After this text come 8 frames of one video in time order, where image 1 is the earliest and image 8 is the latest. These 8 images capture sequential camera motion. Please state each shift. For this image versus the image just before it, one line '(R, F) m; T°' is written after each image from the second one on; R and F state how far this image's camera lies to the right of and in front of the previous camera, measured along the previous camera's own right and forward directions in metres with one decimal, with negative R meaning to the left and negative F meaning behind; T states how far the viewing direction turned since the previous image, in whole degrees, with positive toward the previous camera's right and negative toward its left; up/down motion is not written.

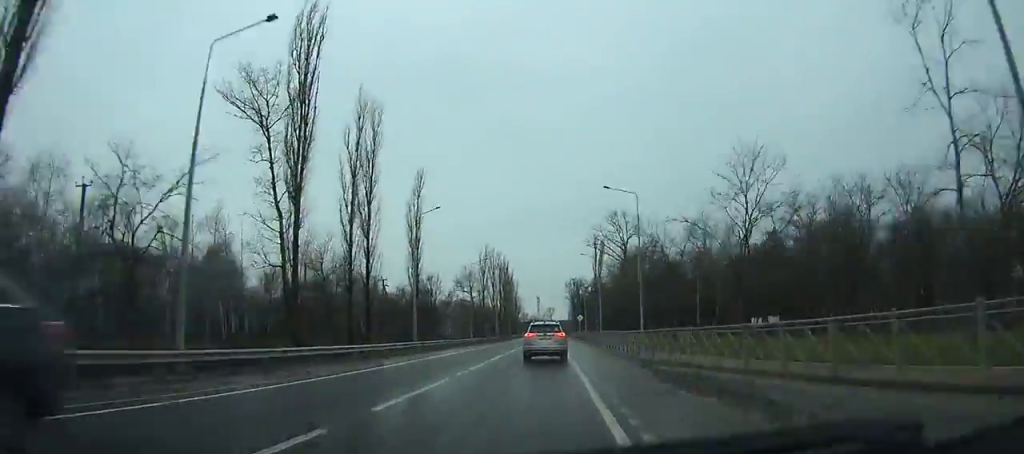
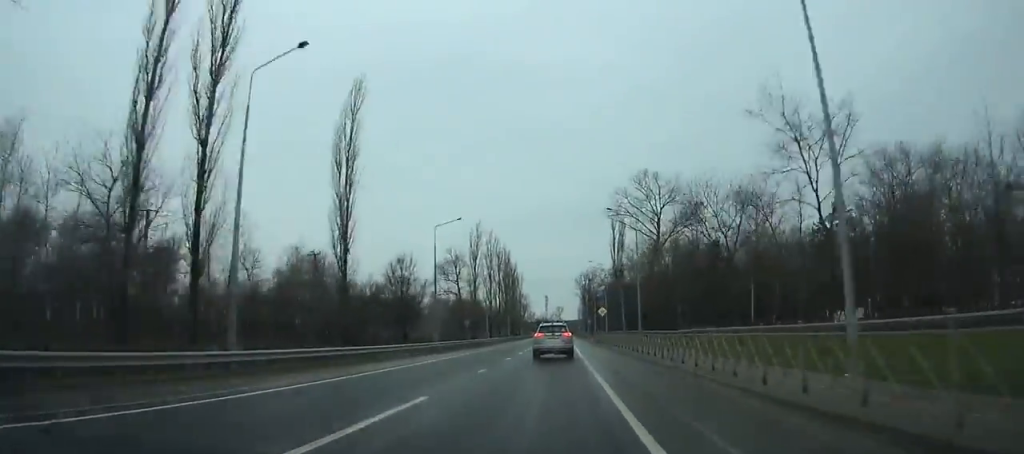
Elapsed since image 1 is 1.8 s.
(+0.2, +28.3) m; +1°
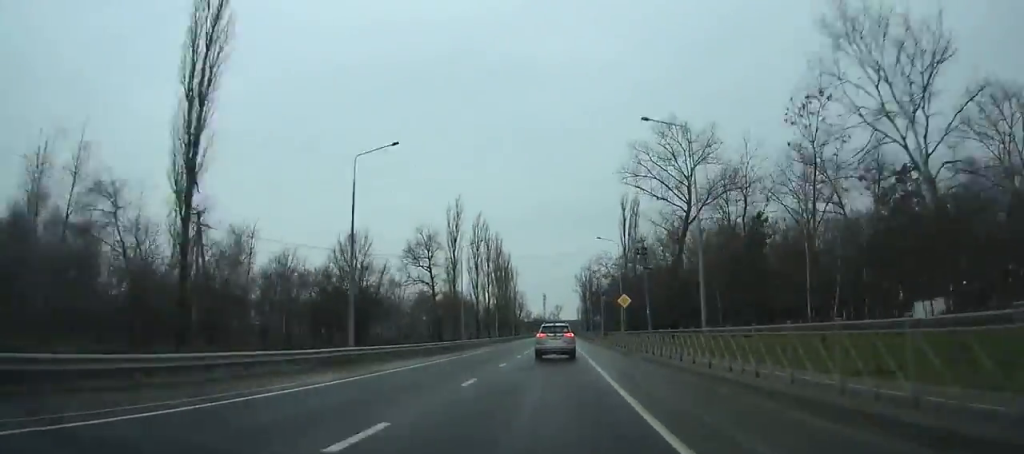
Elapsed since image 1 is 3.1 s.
(+0.1, +21.4) m; 0°
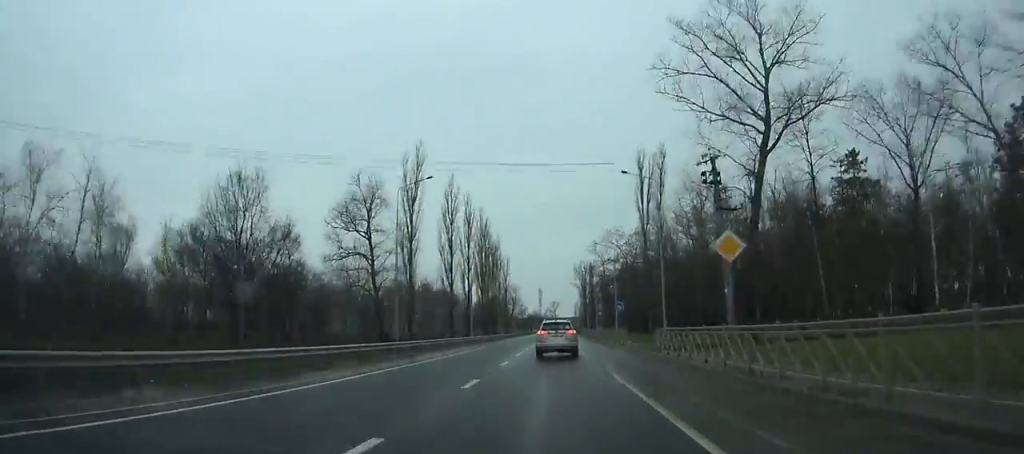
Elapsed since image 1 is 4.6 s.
(0.0, +25.0) m; 0°
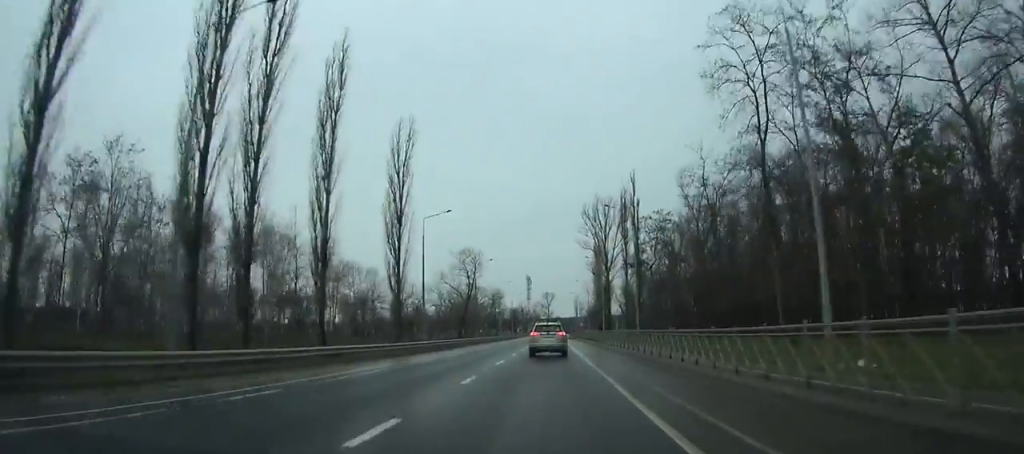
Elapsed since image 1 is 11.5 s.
(-1.0, +121.5) m; -1°
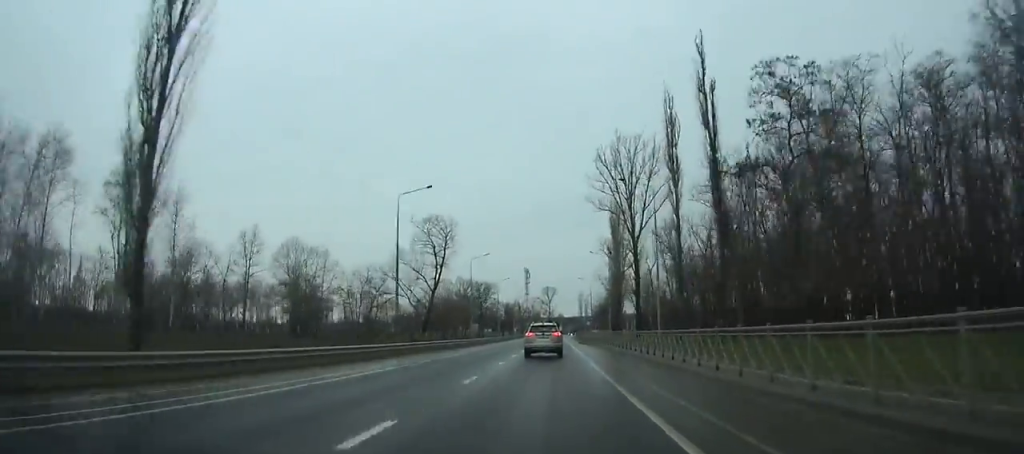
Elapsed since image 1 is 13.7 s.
(+0.1, +40.1) m; 0°
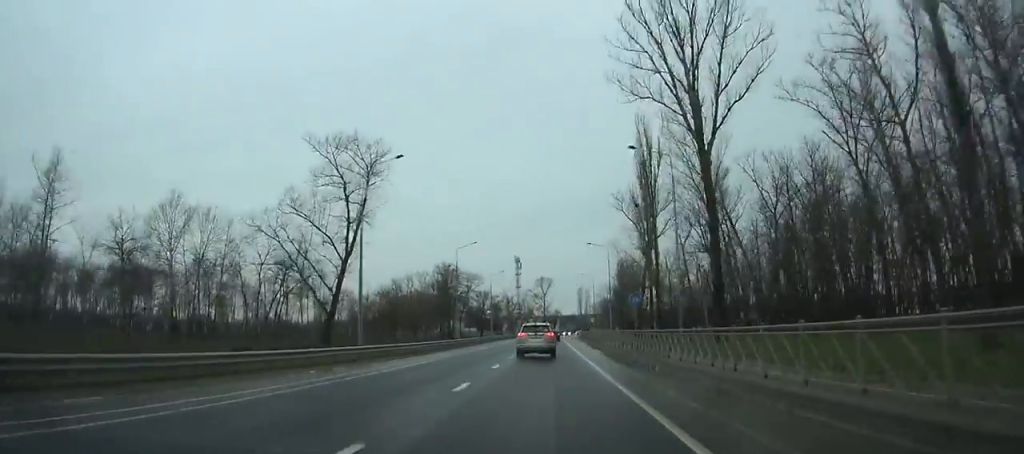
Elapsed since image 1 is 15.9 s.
(0.0, +40.4) m; 0°
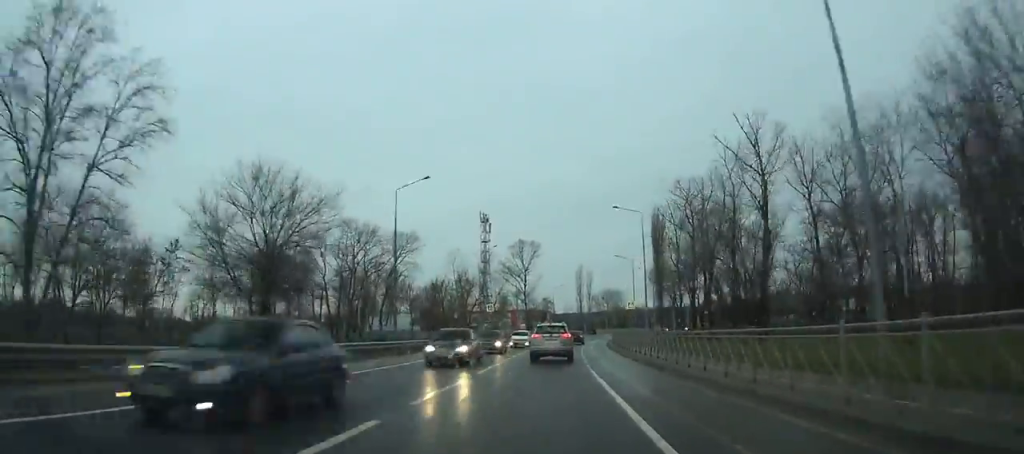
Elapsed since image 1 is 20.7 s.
(+1.8, +87.3) m; +3°
